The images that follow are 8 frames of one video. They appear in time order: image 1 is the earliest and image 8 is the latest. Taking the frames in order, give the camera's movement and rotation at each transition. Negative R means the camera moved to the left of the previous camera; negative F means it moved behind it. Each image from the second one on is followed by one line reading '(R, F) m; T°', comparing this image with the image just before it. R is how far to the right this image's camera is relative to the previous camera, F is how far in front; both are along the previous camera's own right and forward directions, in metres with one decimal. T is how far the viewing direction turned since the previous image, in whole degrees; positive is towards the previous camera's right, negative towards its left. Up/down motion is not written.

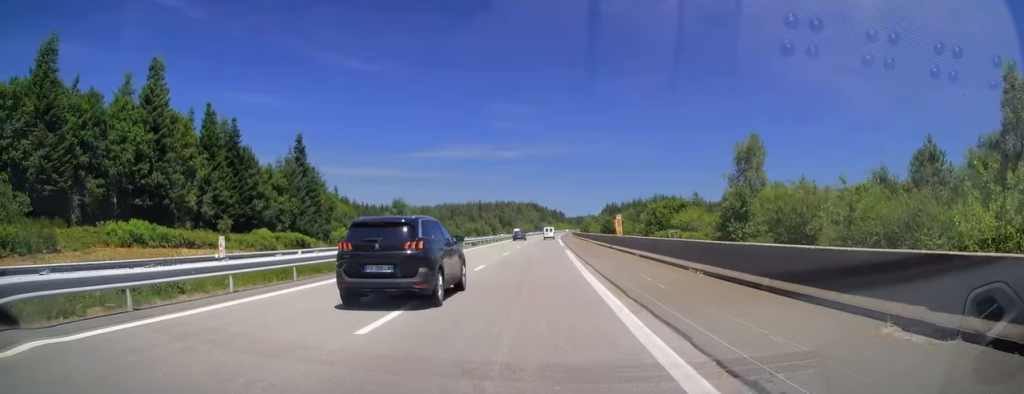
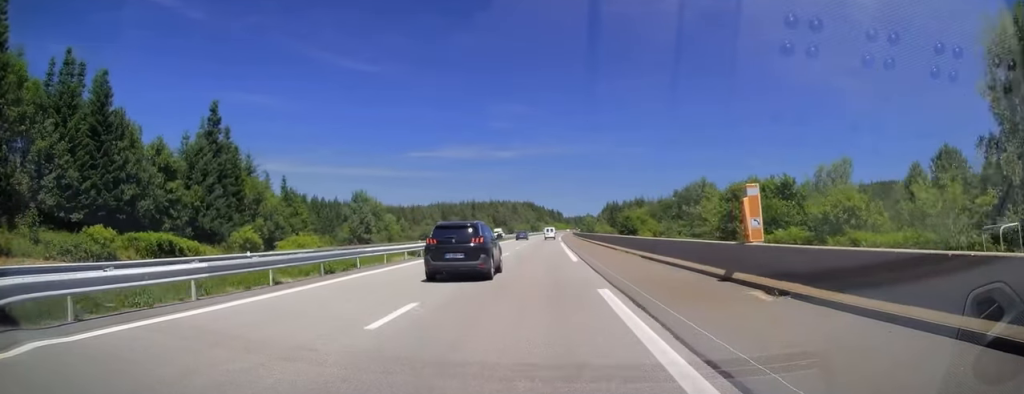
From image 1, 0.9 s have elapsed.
(0.0, +25.6) m; 0°
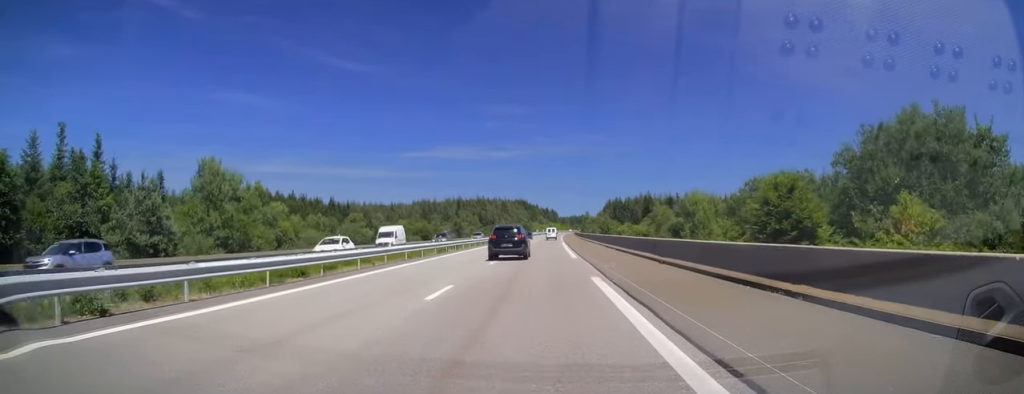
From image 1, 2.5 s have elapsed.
(+0.6, +48.3) m; +1°
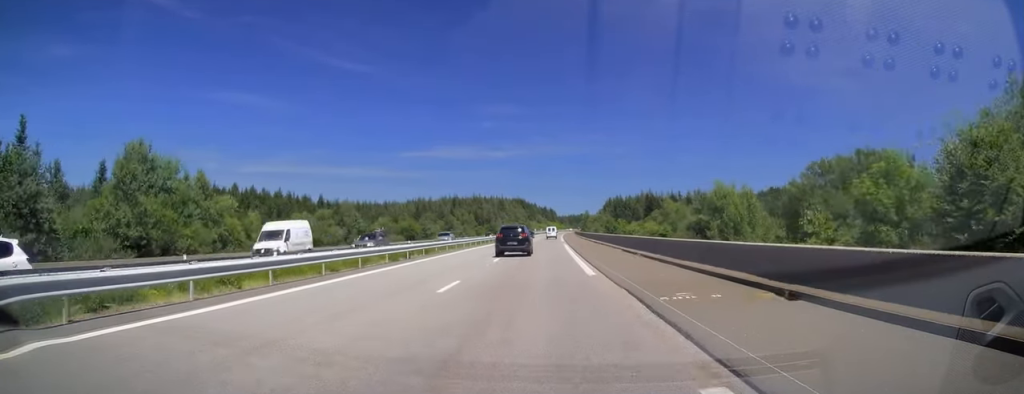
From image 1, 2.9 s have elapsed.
(0.0, +11.8) m; 0°
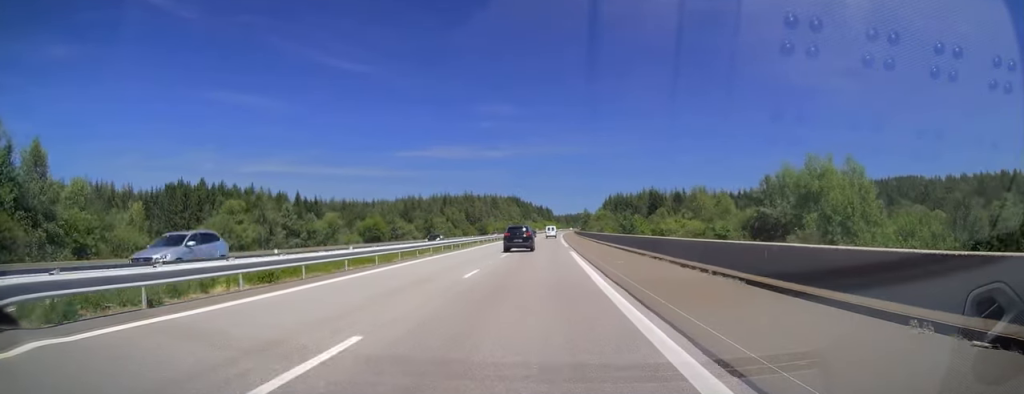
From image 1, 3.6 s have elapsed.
(0.0, +21.7) m; 0°
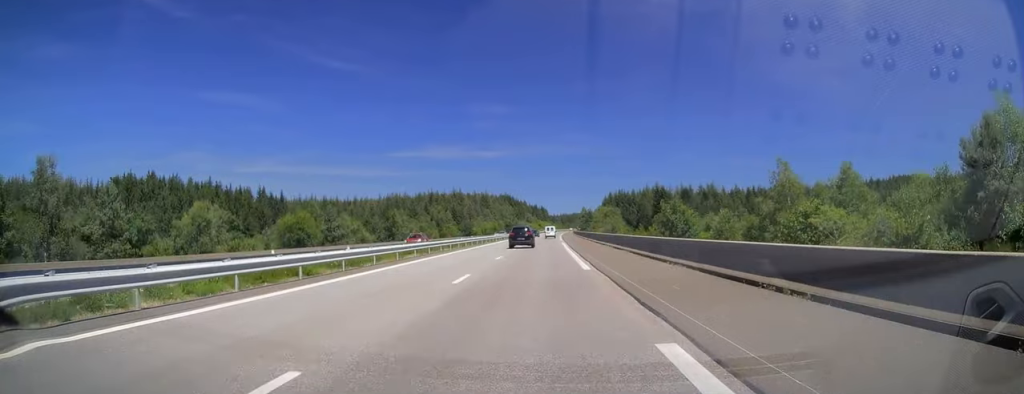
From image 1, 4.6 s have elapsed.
(0.0, +28.1) m; 0°
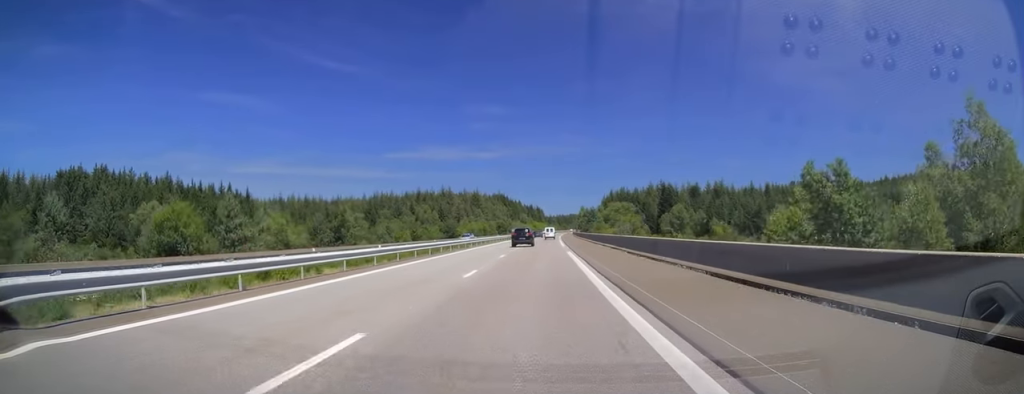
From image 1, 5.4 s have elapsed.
(0.0, +23.7) m; +1°
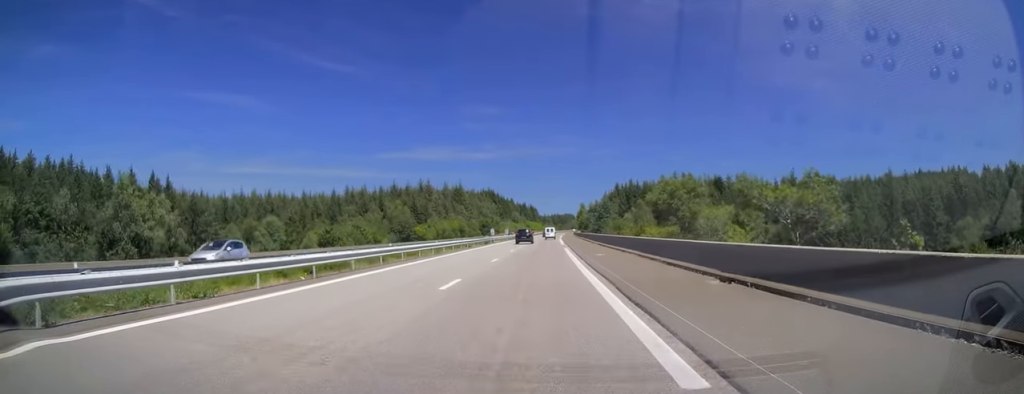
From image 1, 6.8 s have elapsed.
(+0.5, +42.9) m; 0°
